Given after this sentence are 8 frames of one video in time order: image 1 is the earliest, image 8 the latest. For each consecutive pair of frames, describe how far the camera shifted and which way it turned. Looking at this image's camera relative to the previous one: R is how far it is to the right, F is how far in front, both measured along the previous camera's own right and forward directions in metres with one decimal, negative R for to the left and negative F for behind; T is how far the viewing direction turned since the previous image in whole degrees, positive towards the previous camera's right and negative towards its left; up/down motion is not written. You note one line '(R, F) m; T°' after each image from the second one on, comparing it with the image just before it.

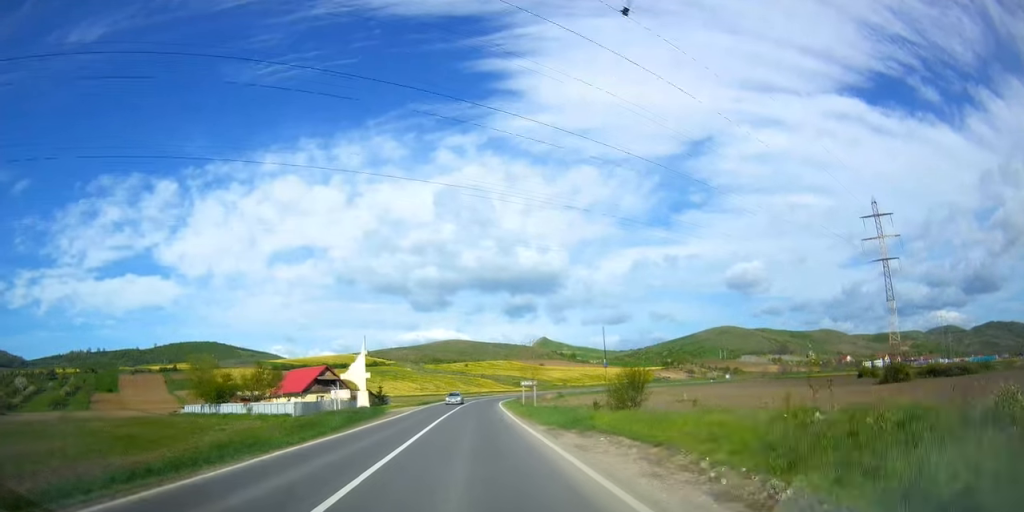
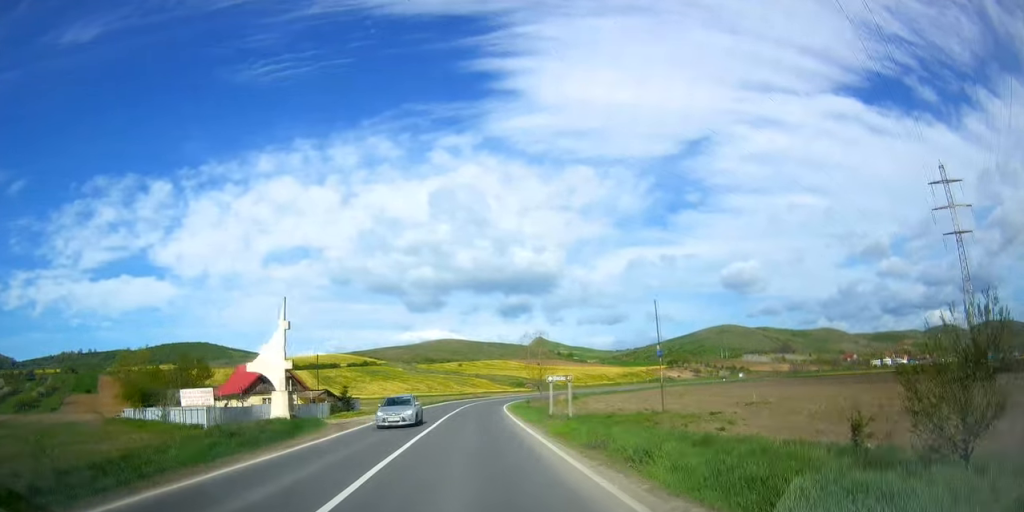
(-0.3, +19.7) m; 0°
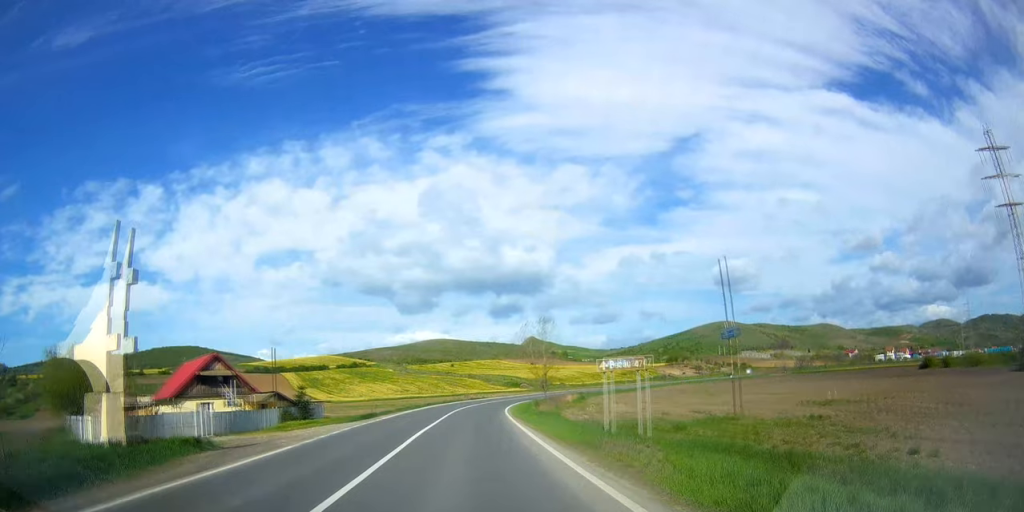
(+0.4, +13.6) m; 0°
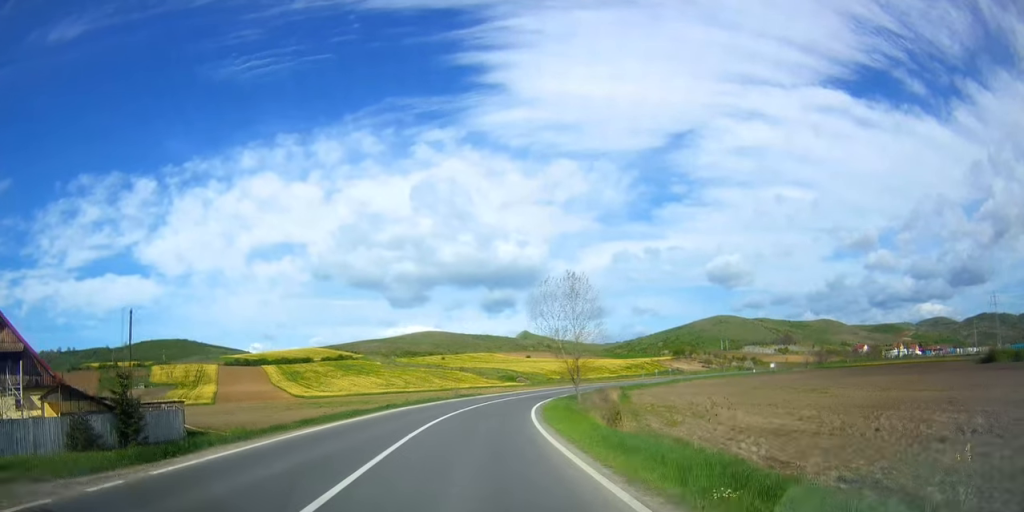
(-0.5, +26.3) m; 0°
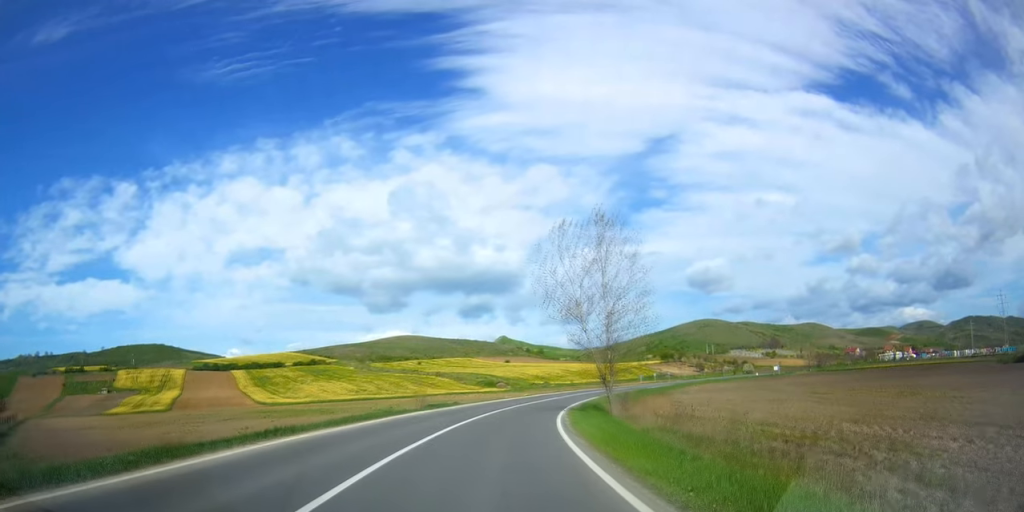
(+0.4, +18.4) m; +3°
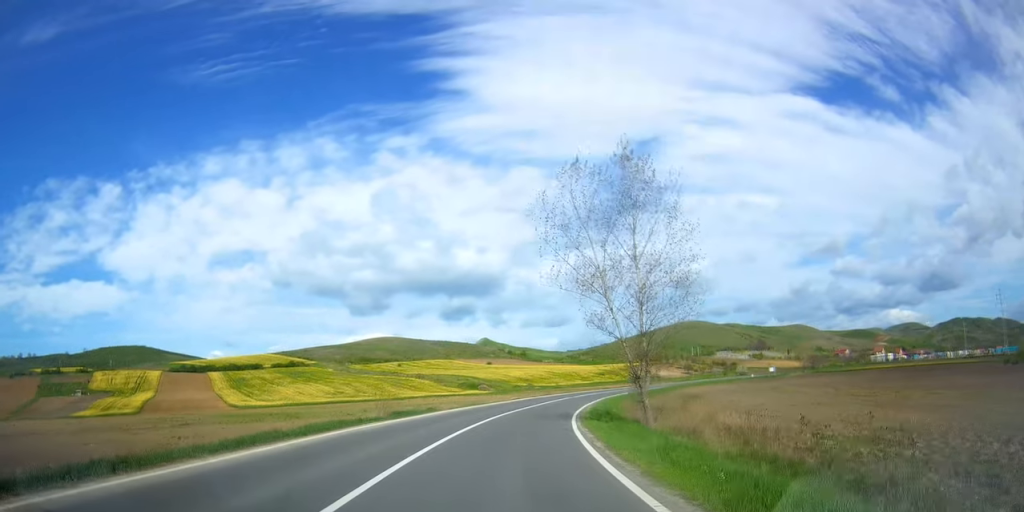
(+0.2, +9.1) m; +1°
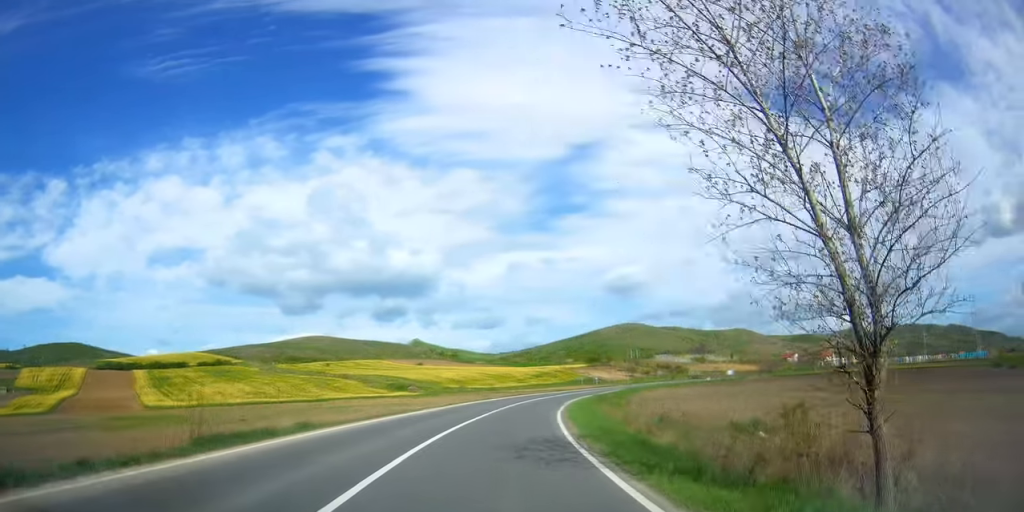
(+0.2, +16.4) m; +3°
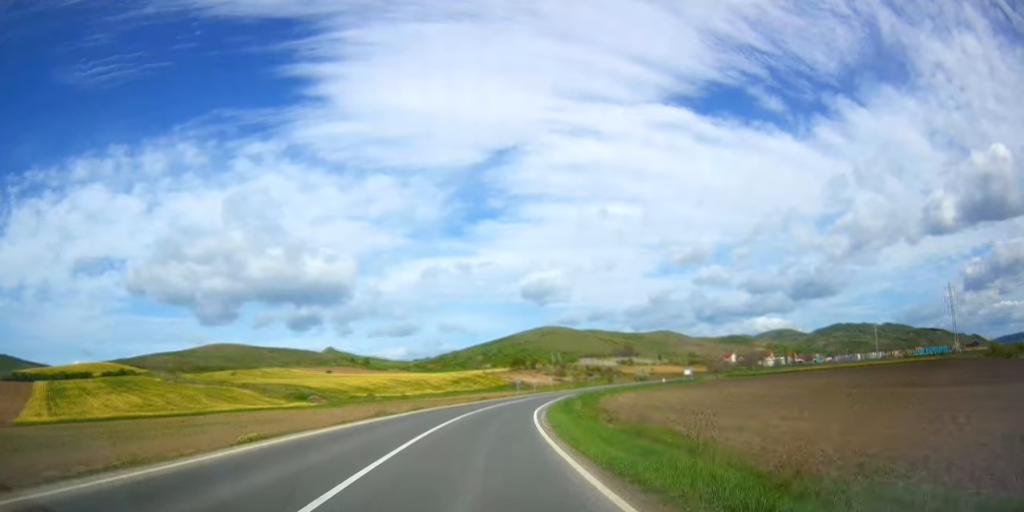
(+1.9, +27.9) m; +9°
